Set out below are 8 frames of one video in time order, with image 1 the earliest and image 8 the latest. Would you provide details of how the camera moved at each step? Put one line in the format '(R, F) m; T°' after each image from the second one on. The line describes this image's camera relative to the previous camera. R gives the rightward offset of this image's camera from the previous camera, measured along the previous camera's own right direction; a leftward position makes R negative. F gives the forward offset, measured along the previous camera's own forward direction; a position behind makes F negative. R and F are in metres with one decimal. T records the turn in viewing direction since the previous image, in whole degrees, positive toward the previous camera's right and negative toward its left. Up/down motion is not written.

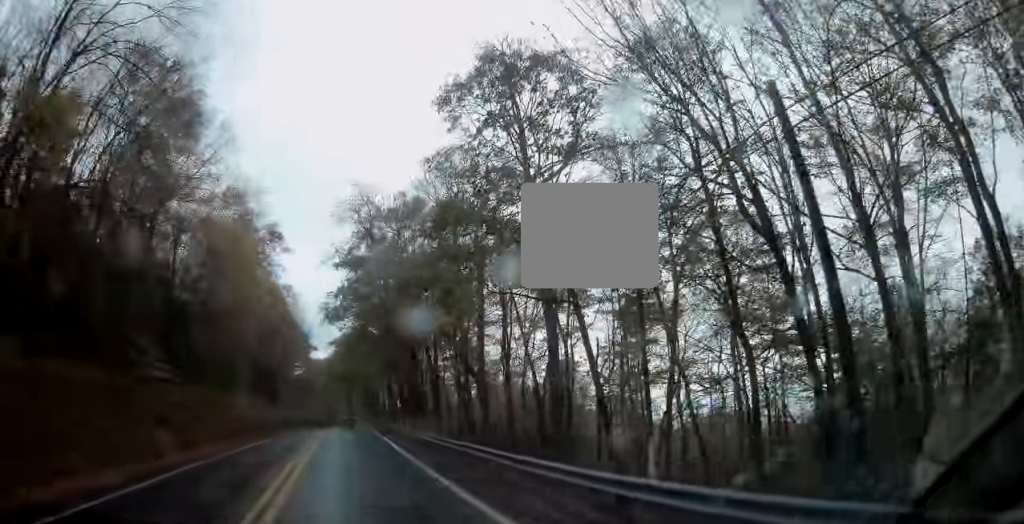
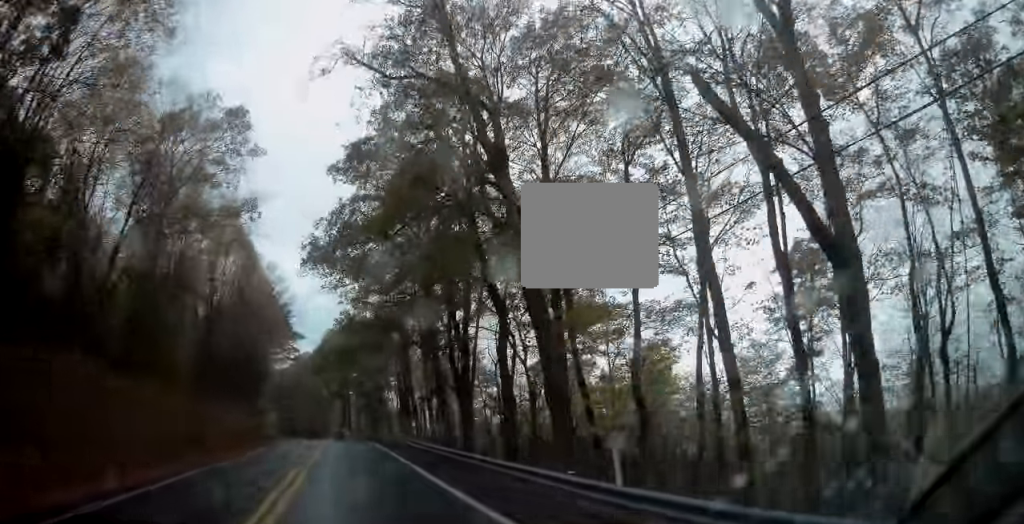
(-0.1, +29.3) m; 0°
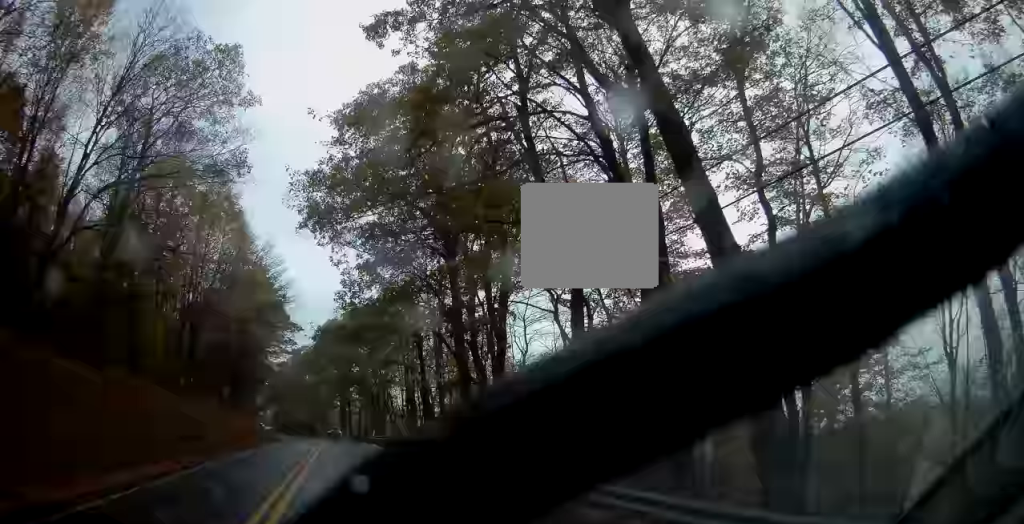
(+0.2, +7.6) m; 0°
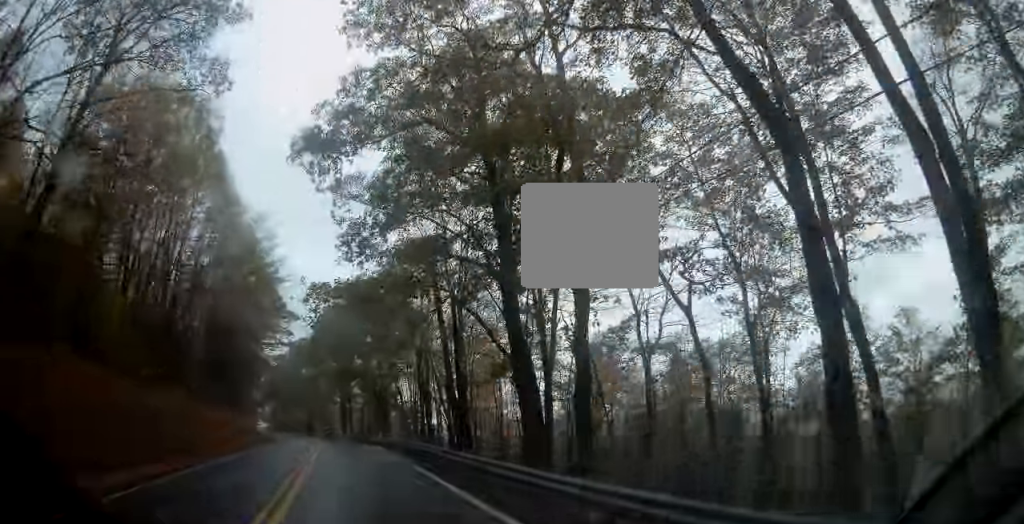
(+0.2, +9.4) m; 0°
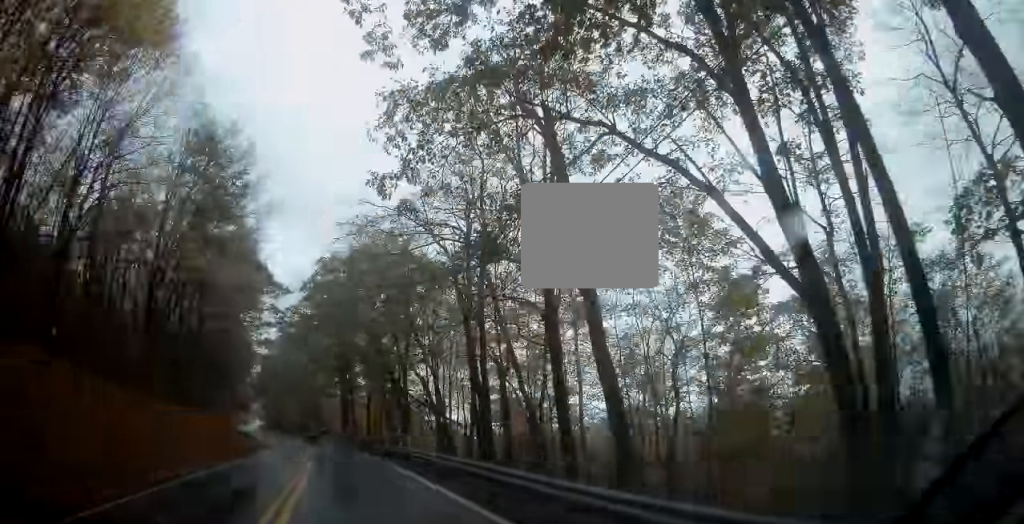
(-0.3, +20.1) m; 0°
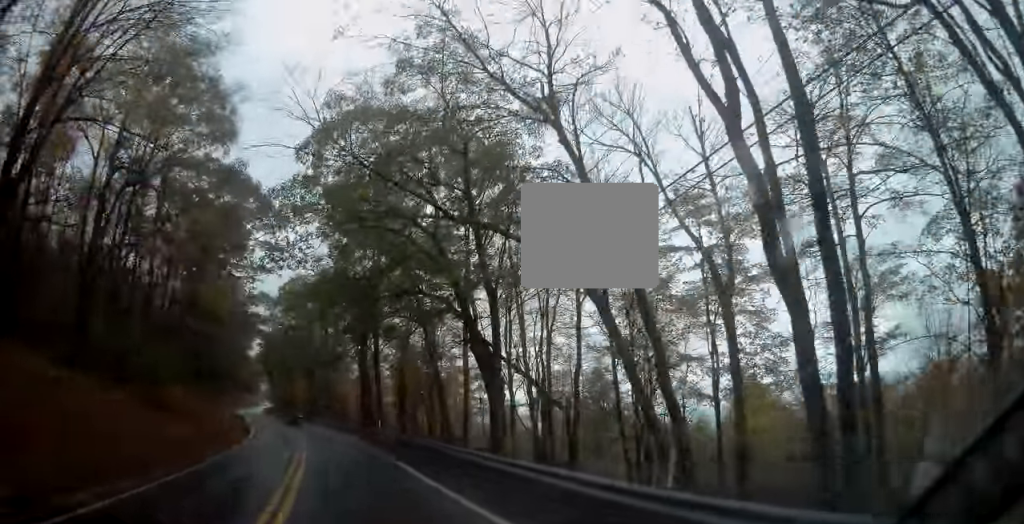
(+0.3, +23.3) m; 0°
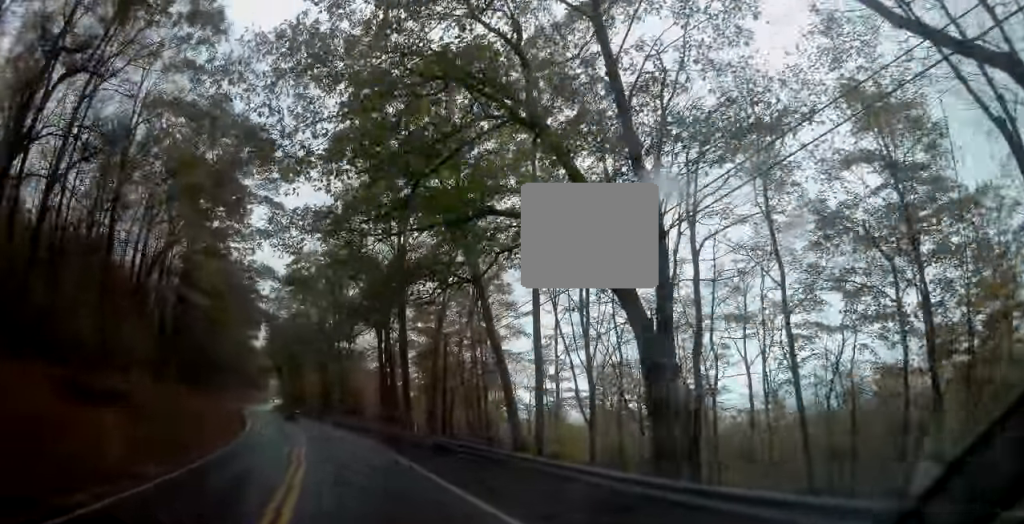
(-0.1, +11.5) m; -1°
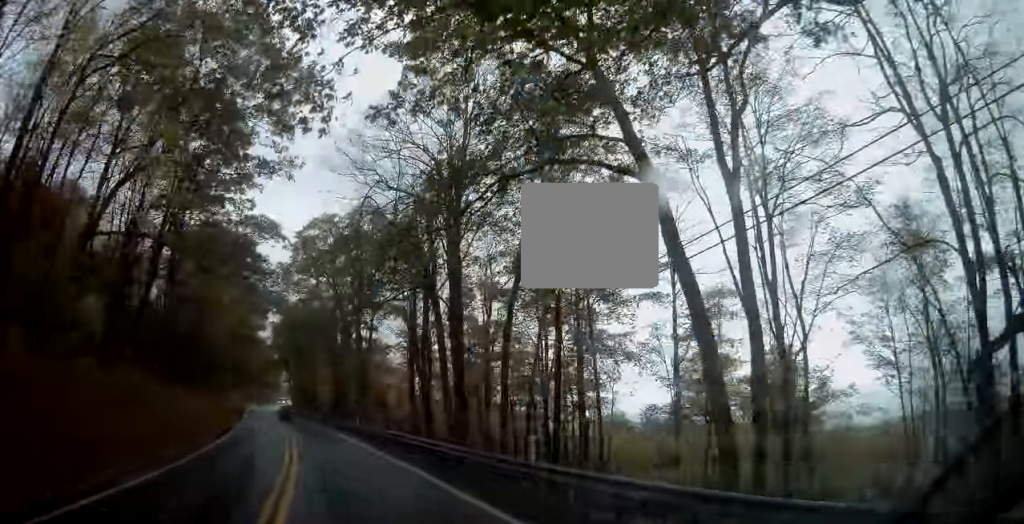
(-0.1, +14.2) m; -3°
